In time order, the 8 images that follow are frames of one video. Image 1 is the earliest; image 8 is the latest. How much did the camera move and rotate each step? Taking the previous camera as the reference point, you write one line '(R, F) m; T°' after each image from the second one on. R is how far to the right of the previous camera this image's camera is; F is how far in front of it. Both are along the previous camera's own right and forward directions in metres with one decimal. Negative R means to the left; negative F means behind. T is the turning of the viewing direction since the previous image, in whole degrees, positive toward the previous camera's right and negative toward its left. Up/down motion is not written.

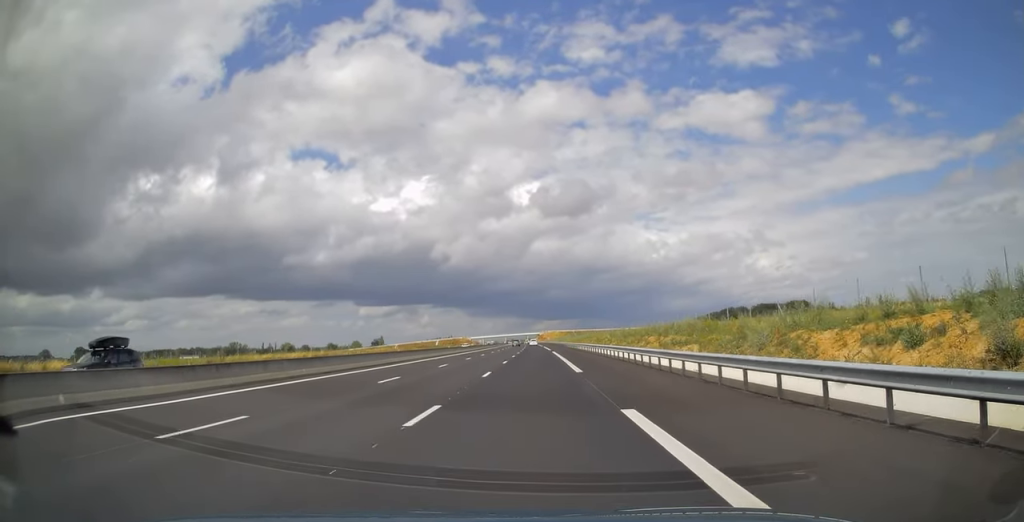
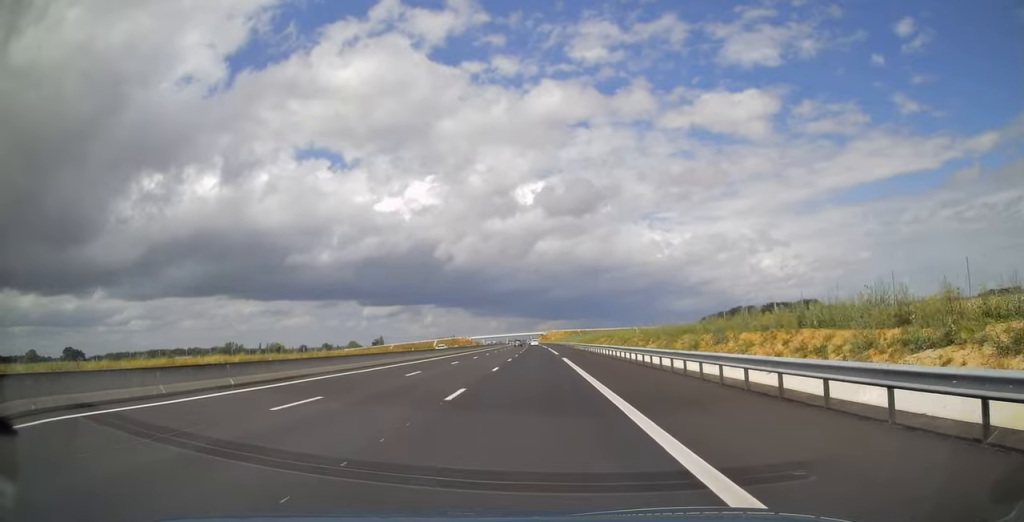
(0.0, +22.1) m; 0°
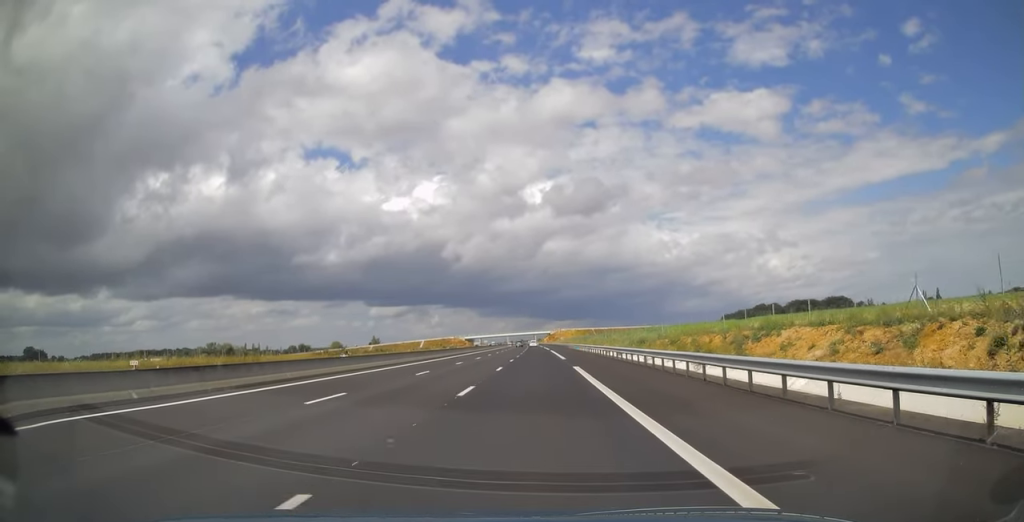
(-0.4, +64.0) m; 0°
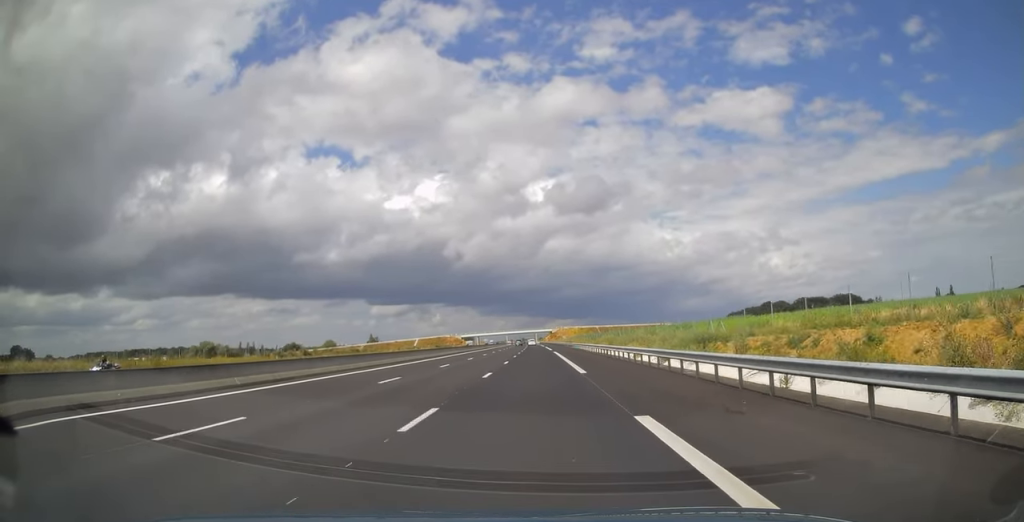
(+0.1, +19.3) m; 0°
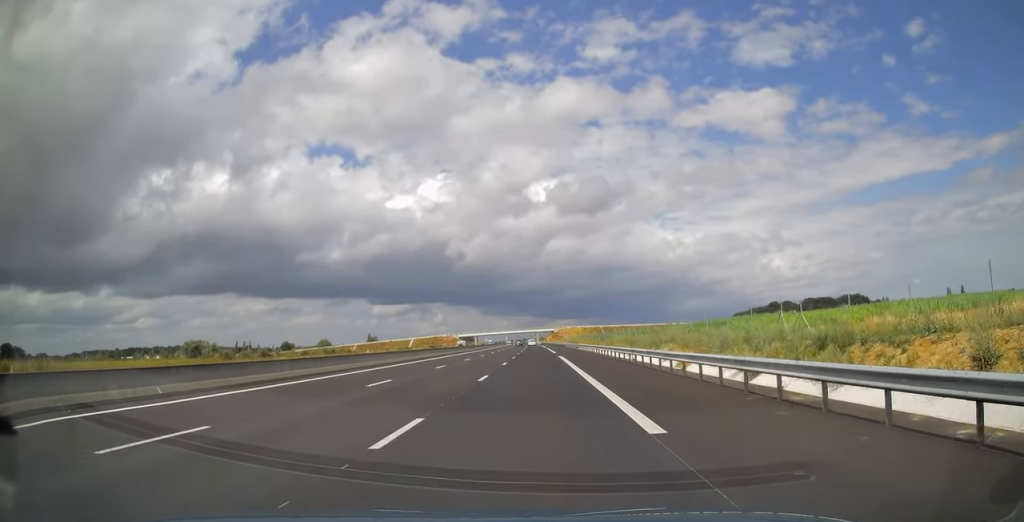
(0.0, +14.5) m; 0°
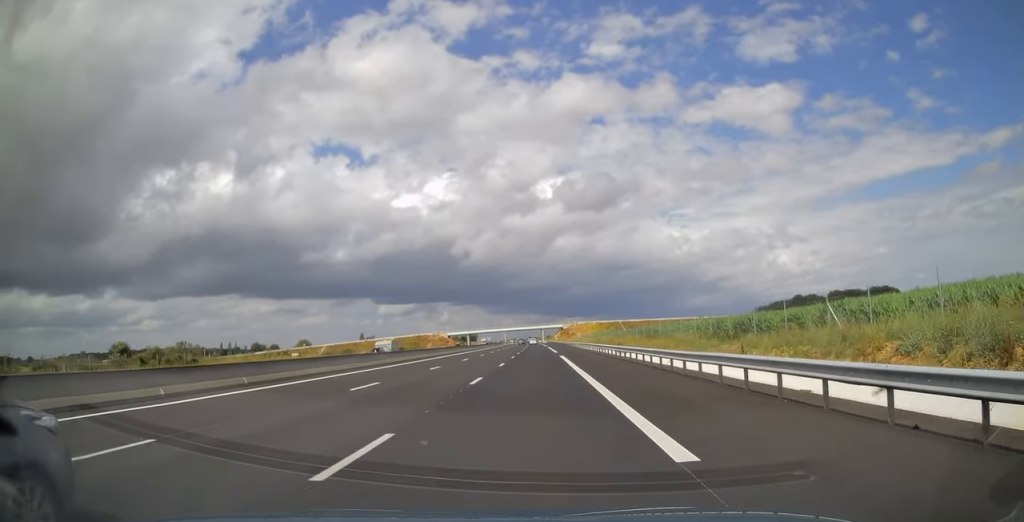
(-0.4, +54.2) m; -1°
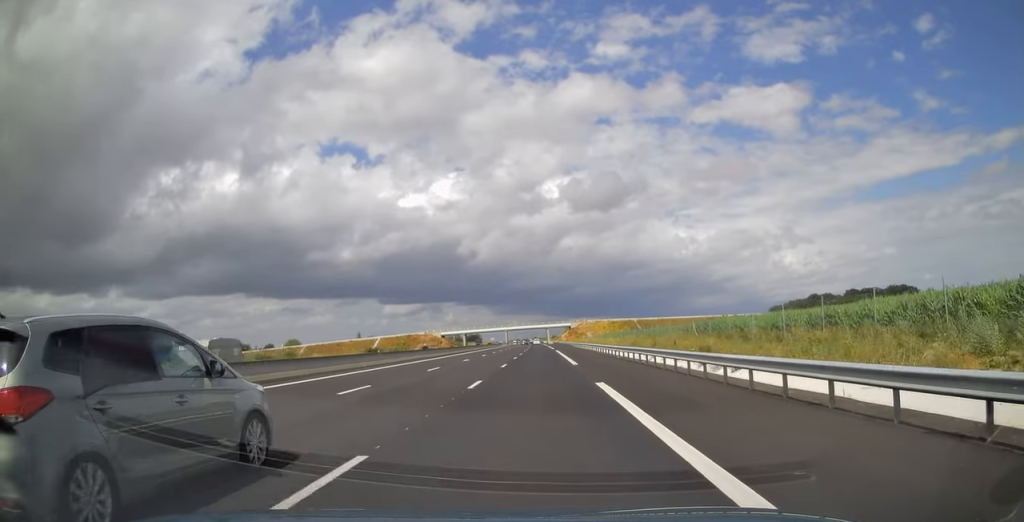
(0.0, +28.0) m; -1°
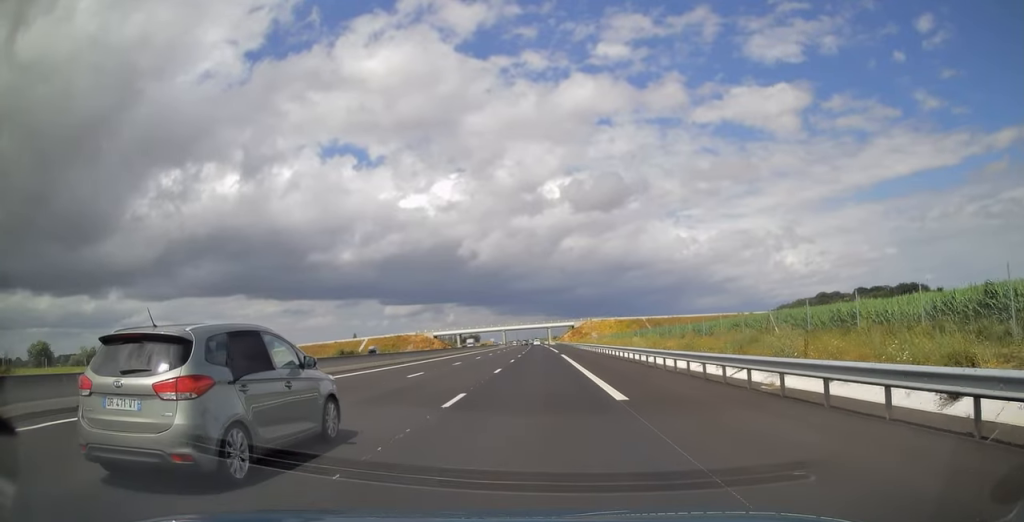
(-0.1, +17.8) m; 0°
